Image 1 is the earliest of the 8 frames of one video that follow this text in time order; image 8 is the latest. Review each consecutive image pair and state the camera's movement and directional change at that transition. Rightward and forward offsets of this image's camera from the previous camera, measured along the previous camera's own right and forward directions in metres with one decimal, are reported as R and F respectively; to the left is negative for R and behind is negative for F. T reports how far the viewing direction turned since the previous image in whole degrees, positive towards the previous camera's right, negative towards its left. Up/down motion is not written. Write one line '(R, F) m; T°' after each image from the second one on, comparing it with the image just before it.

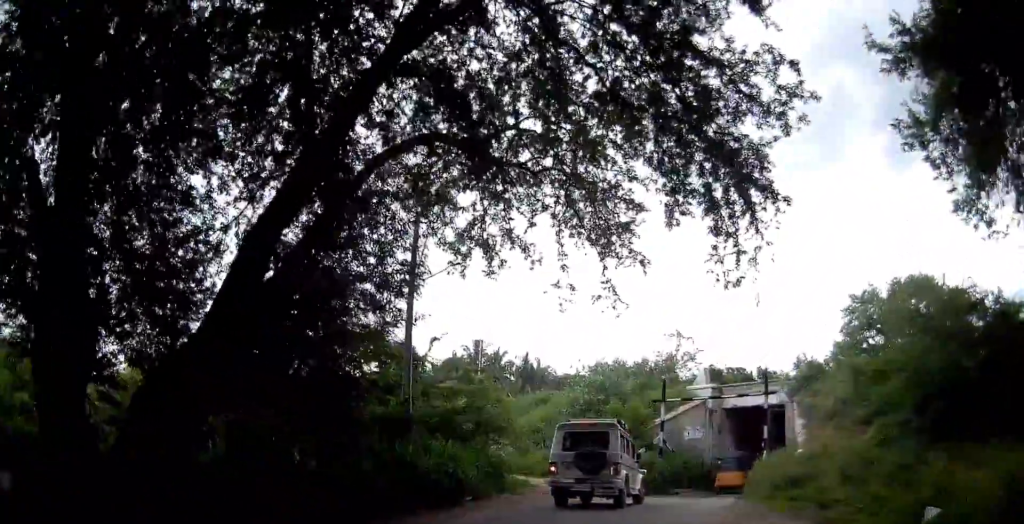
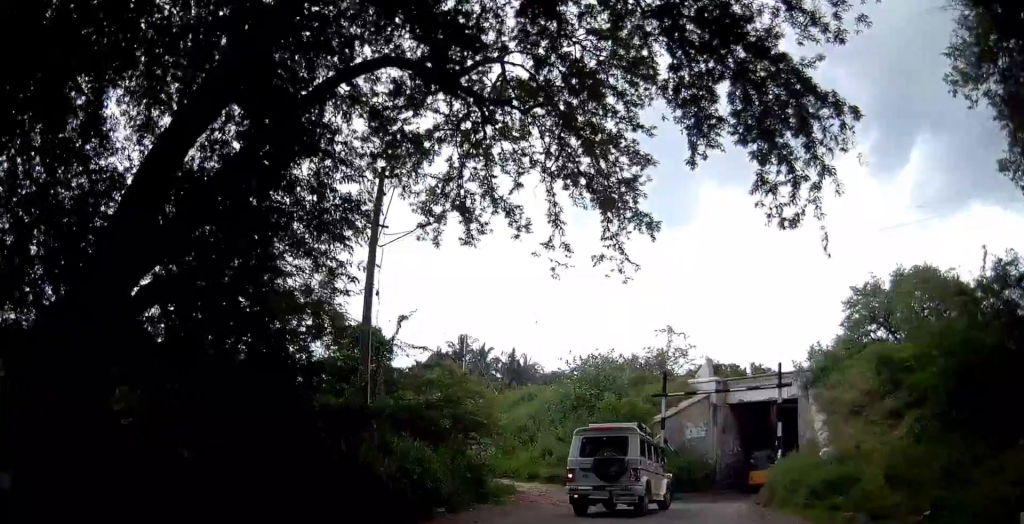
(0.0, +2.7) m; +1°
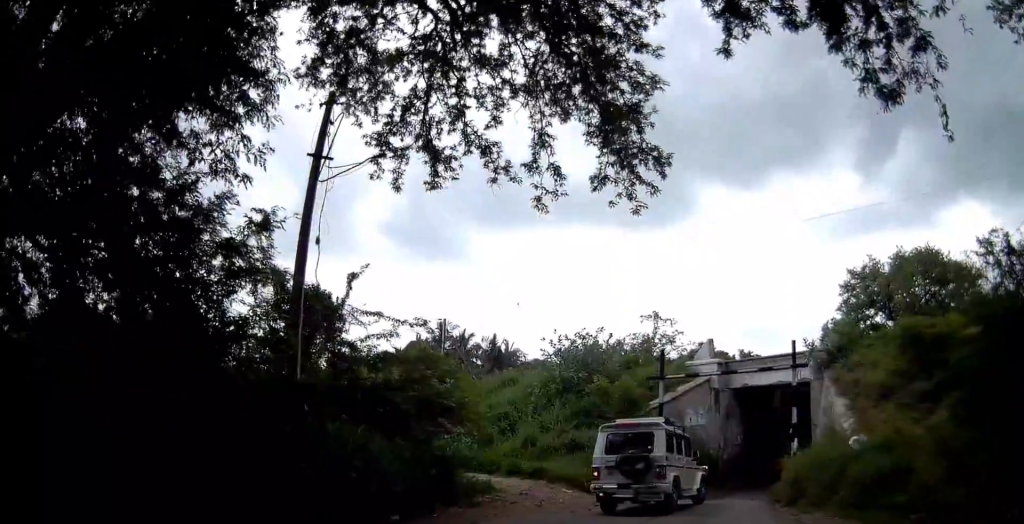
(-0.2, +2.8) m; +1°
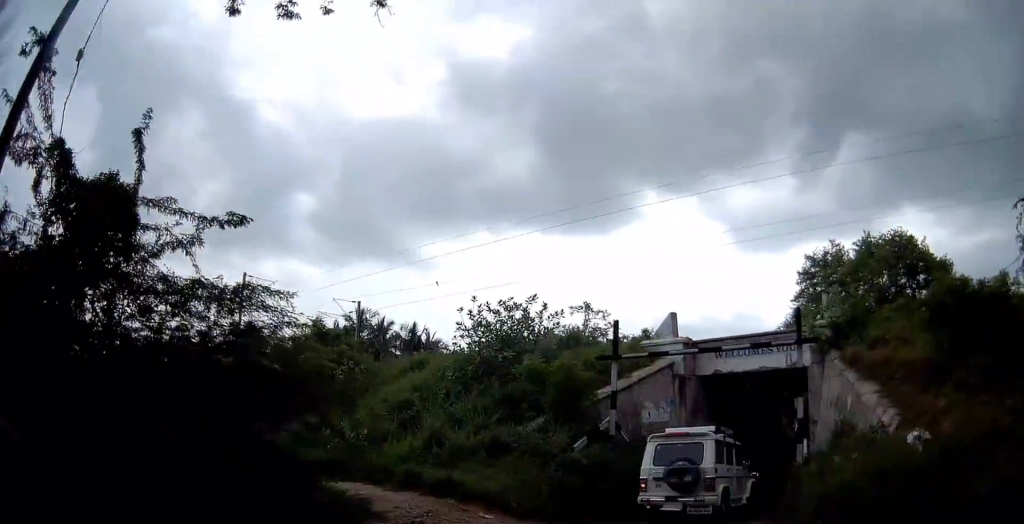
(+0.5, +5.2) m; +8°
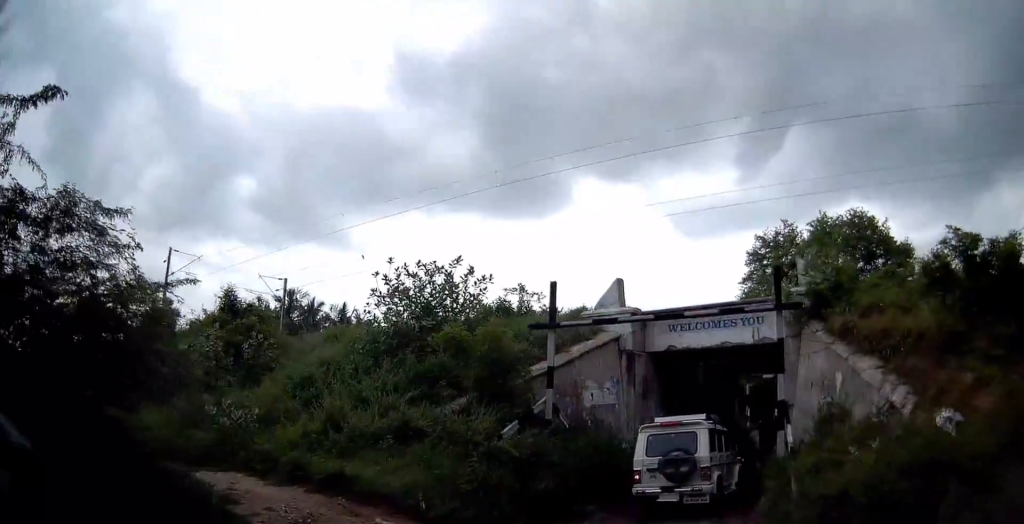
(0.0, +2.5) m; +3°
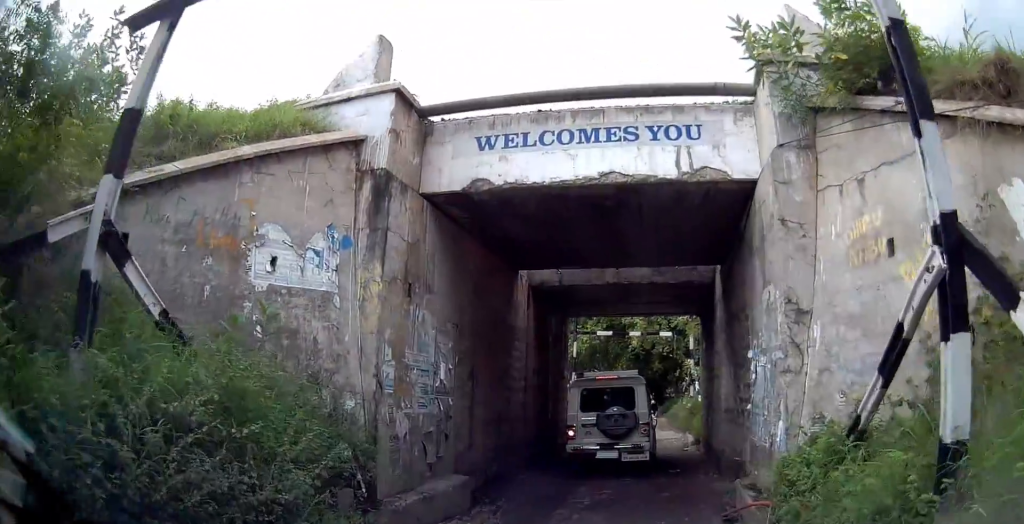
(+1.5, +7.5) m; +27°
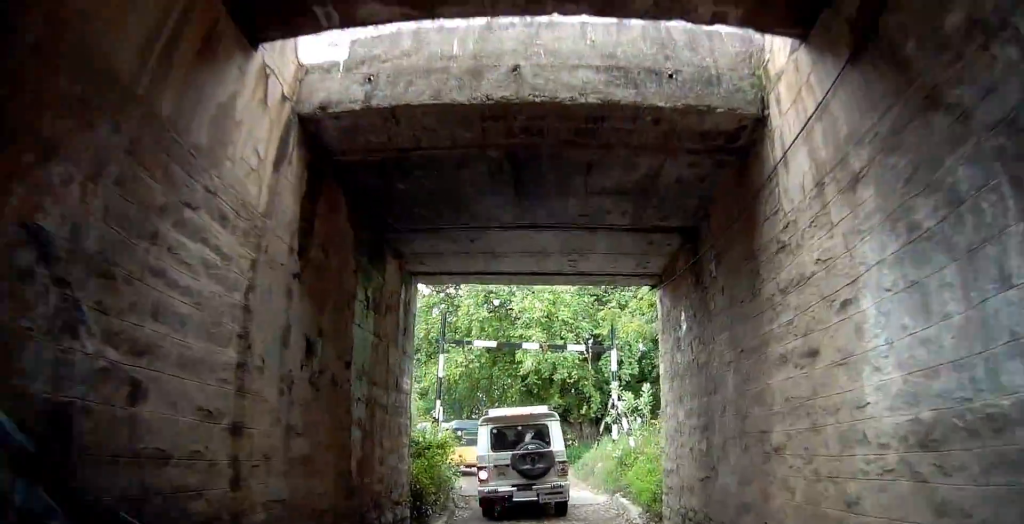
(+0.8, +5.8) m; +9°
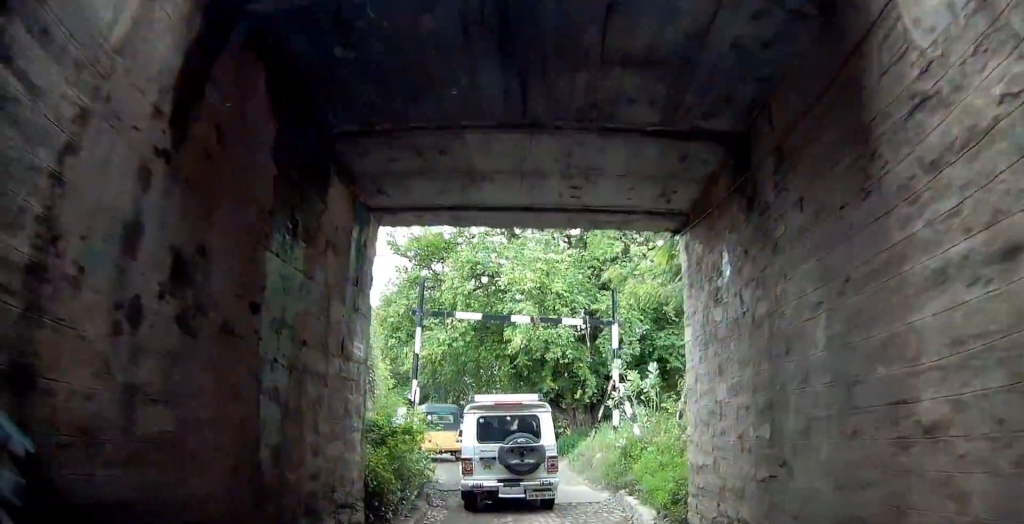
(0.0, +1.5) m; 0°
